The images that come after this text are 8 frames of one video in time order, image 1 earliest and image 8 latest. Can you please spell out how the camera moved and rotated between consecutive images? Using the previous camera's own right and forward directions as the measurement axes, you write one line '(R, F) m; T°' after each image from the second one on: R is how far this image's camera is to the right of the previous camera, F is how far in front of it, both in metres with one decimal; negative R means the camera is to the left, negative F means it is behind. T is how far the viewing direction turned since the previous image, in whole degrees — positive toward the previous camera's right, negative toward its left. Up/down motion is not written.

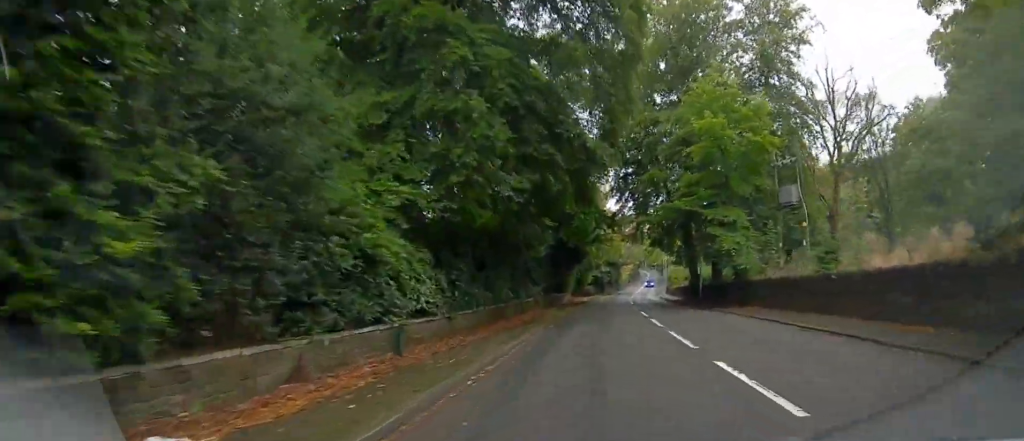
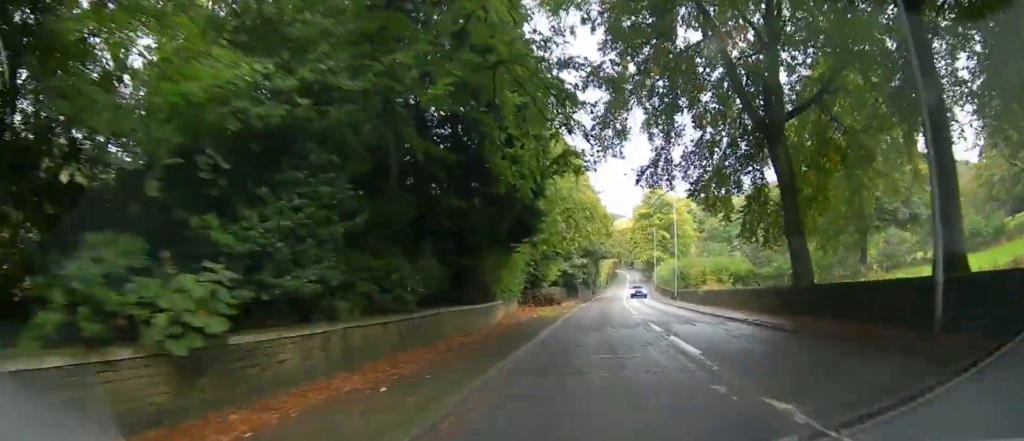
(+0.8, +30.1) m; +3°
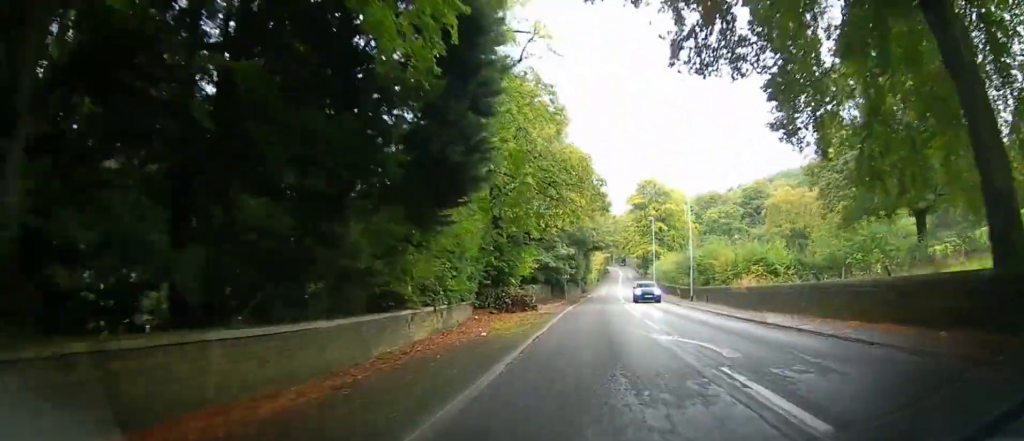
(+0.1, +12.2) m; +2°
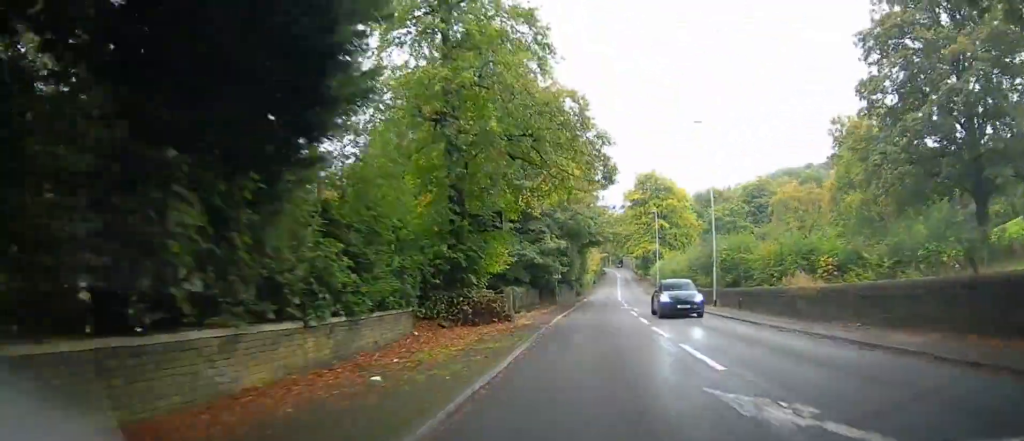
(0.0, +8.1) m; +1°
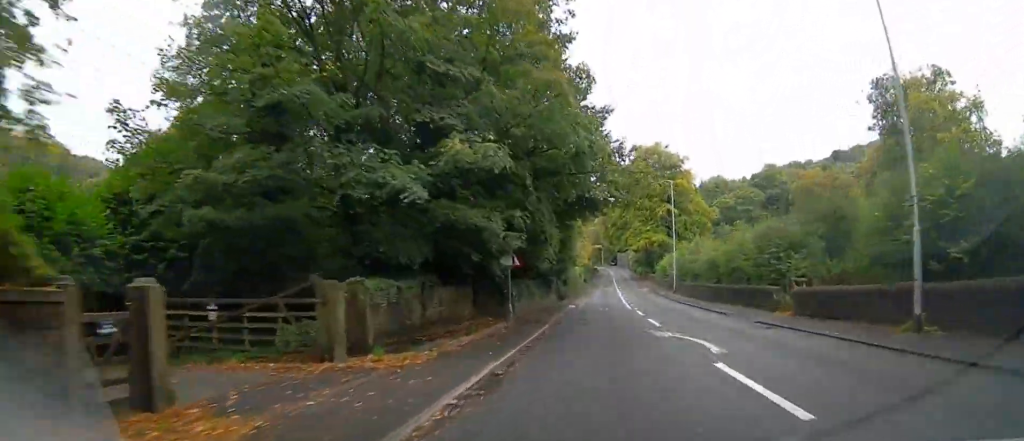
(+0.1, +20.3) m; 0°
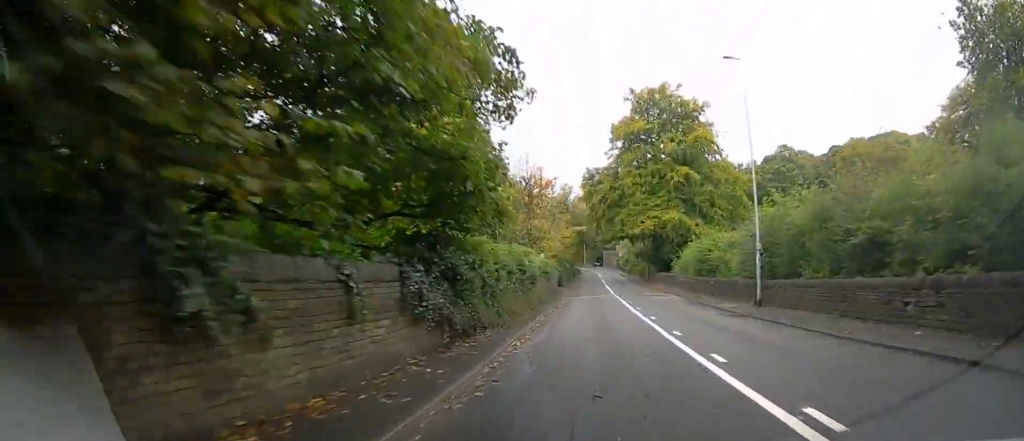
(+0.2, +28.8) m; +2°
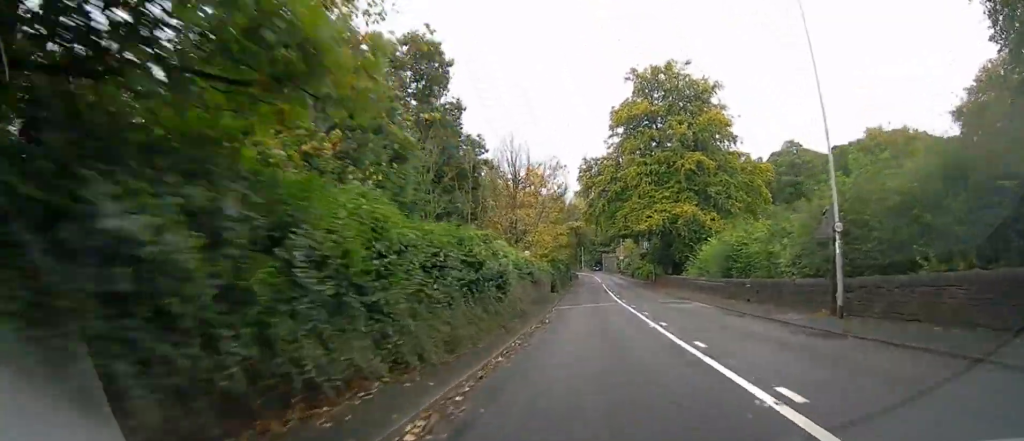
(0.0, +7.8) m; 0°
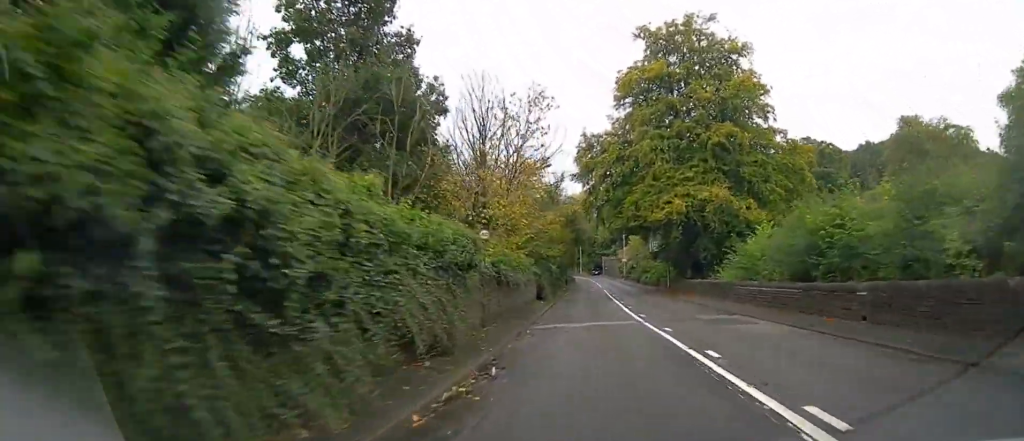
(+0.1, +10.7) m; +1°
